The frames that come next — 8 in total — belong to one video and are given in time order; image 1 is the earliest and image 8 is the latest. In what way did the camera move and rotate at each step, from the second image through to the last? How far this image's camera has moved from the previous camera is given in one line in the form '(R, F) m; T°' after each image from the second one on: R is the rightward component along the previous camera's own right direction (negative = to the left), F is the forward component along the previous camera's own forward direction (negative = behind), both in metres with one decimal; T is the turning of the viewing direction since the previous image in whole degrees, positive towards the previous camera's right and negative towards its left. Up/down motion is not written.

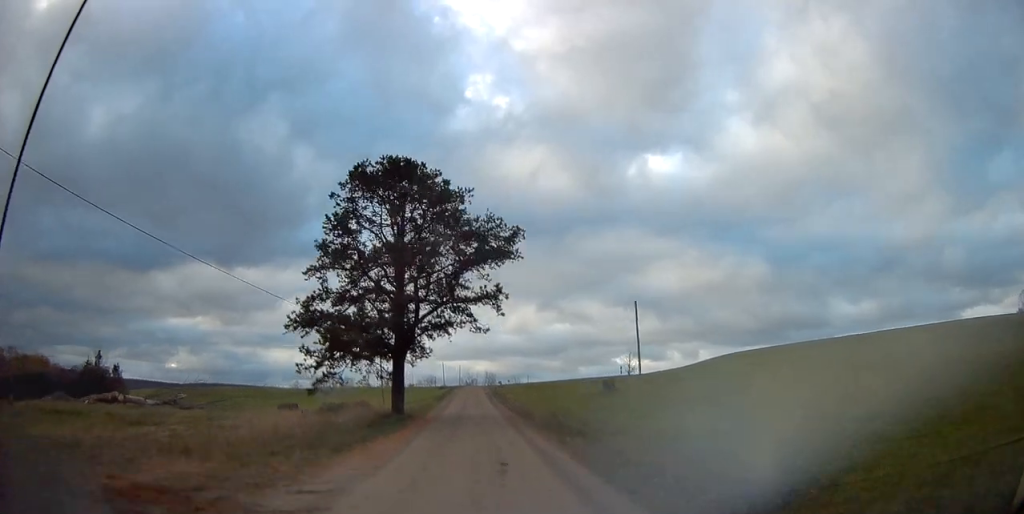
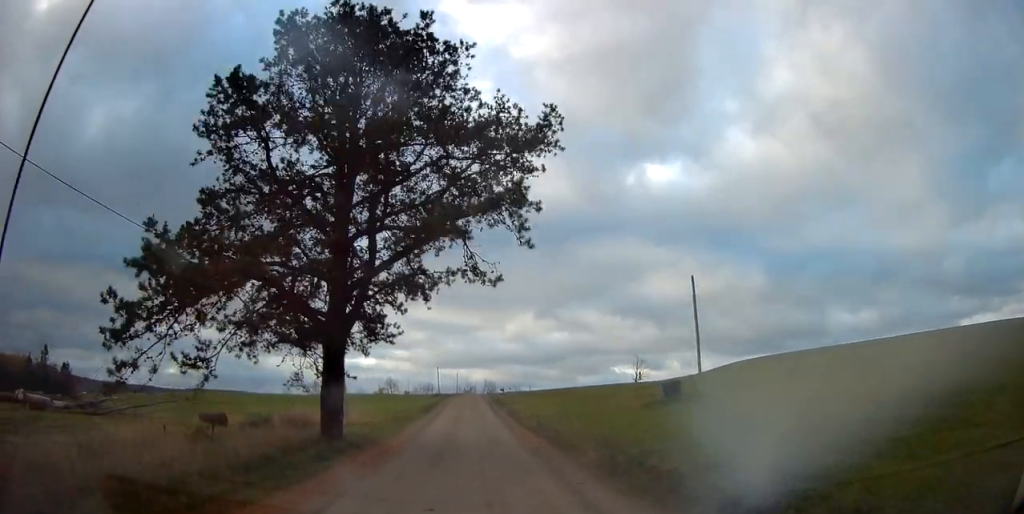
(-0.3, +13.9) m; -1°
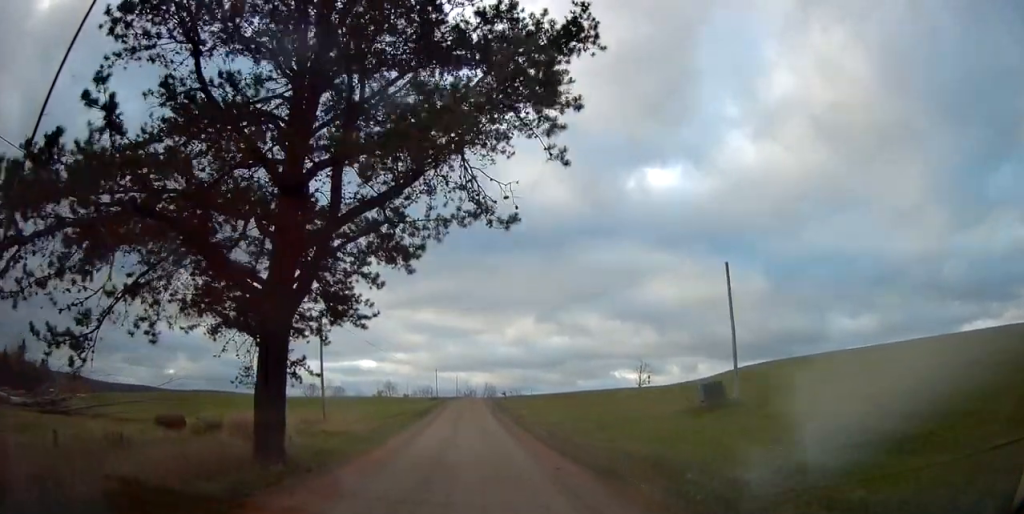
(0.0, +5.2) m; 0°
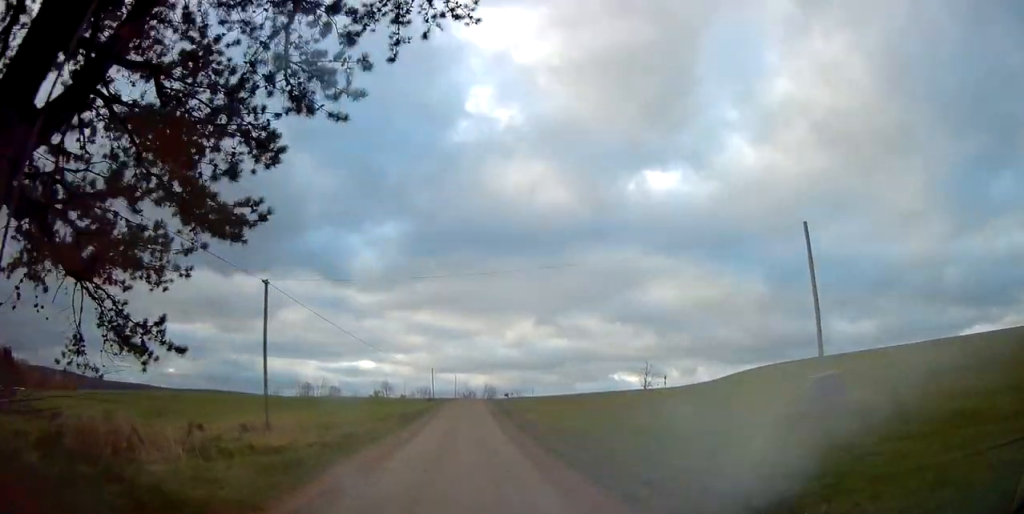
(+0.1, +8.6) m; 0°
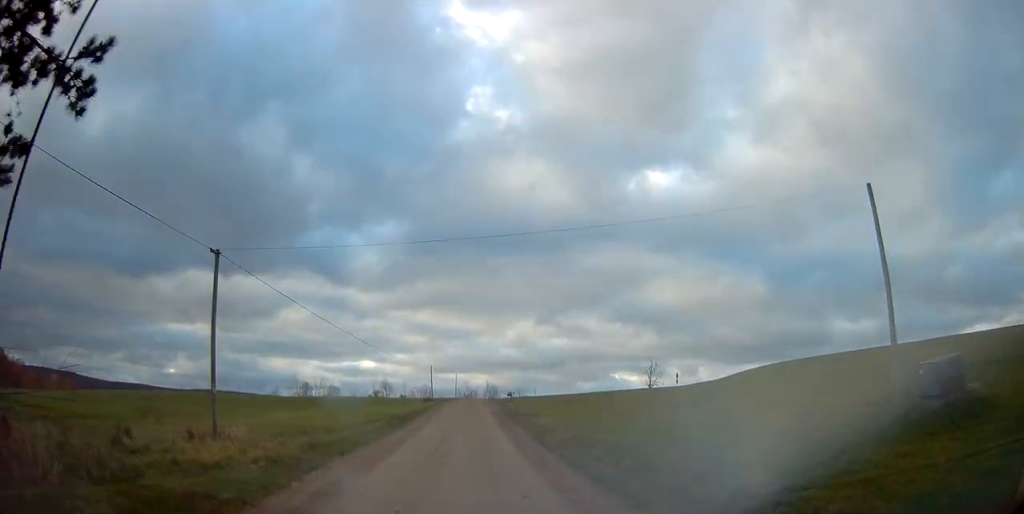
(0.0, +4.7) m; 0°
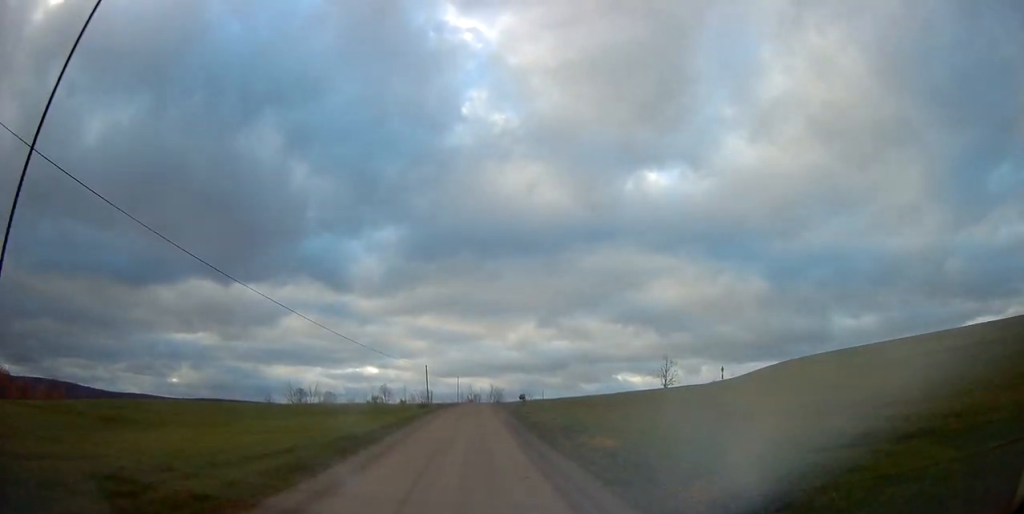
(+0.2, +14.5) m; +1°
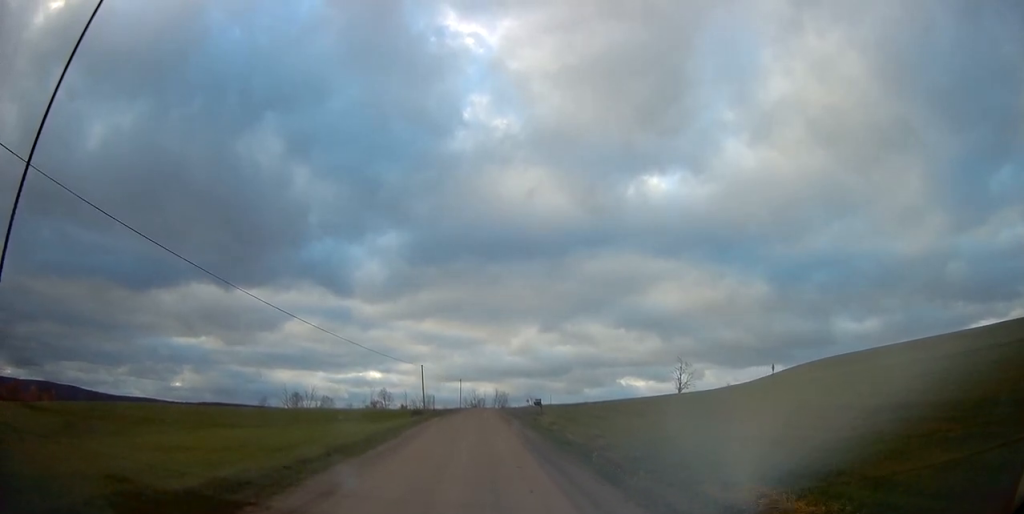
(0.0, +11.5) m; -1°
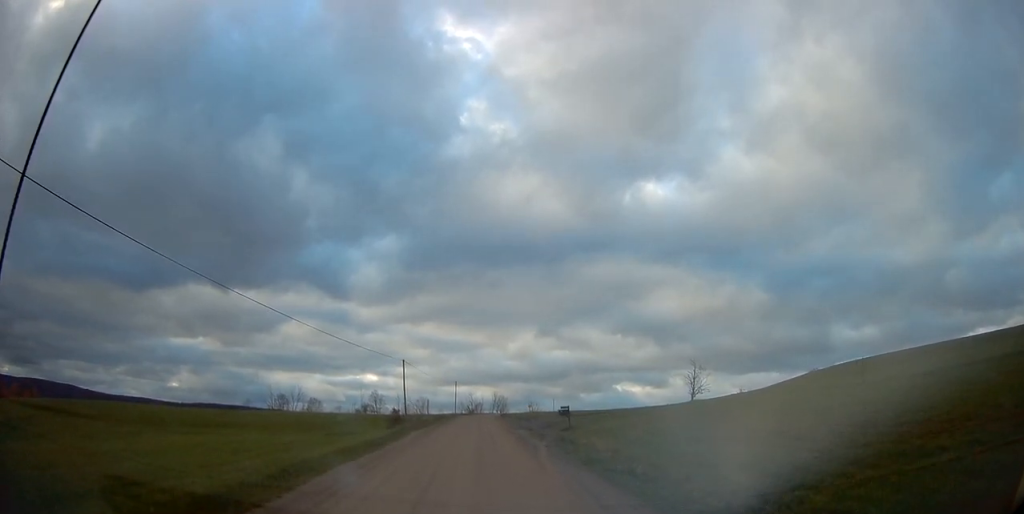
(-0.6, +15.7) m; -1°
